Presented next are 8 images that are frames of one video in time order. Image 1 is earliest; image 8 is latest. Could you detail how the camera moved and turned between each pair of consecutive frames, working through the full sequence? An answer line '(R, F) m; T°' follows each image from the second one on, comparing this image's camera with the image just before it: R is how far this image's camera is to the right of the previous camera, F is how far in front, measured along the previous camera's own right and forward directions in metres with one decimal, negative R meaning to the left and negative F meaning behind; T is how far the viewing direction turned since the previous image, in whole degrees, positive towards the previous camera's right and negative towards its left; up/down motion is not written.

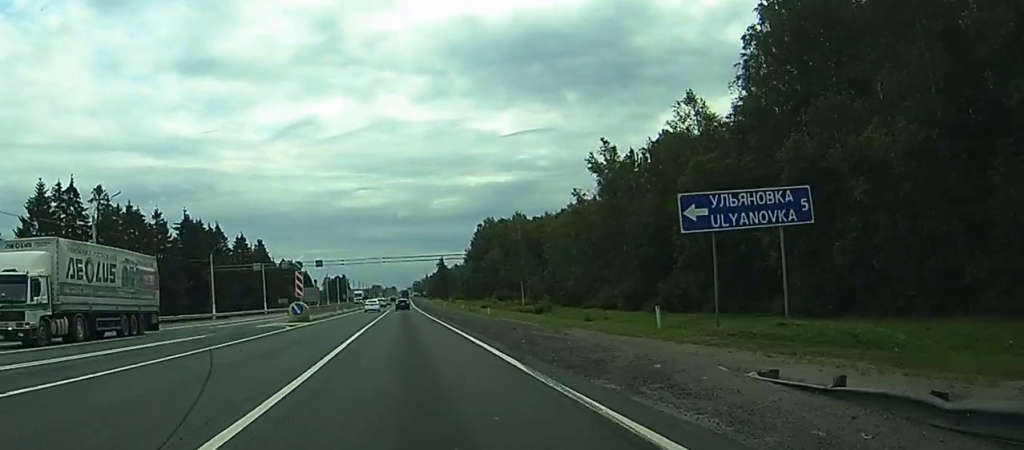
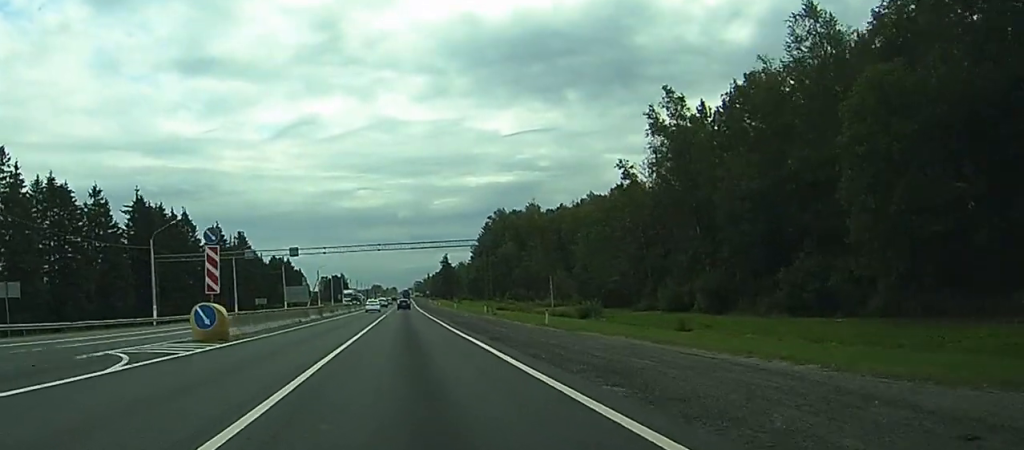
(-0.1, +27.1) m; 0°
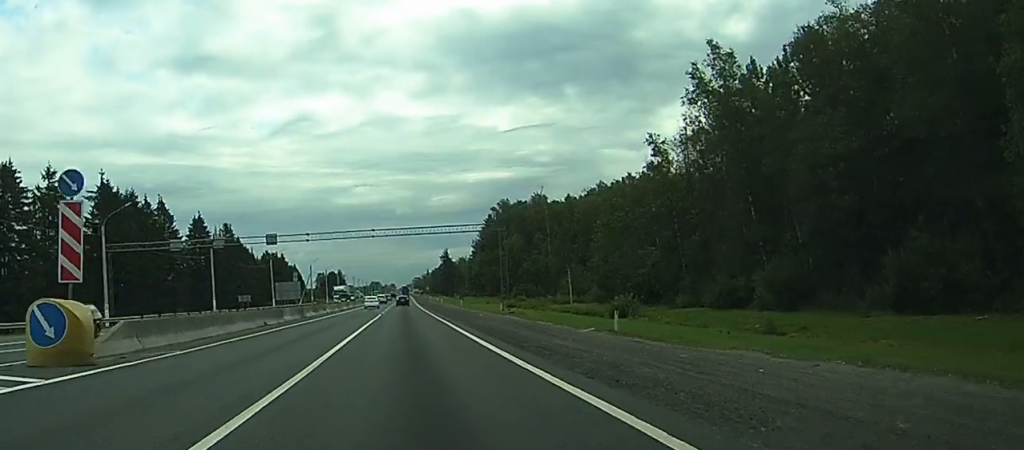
(0.0, +13.6) m; 0°
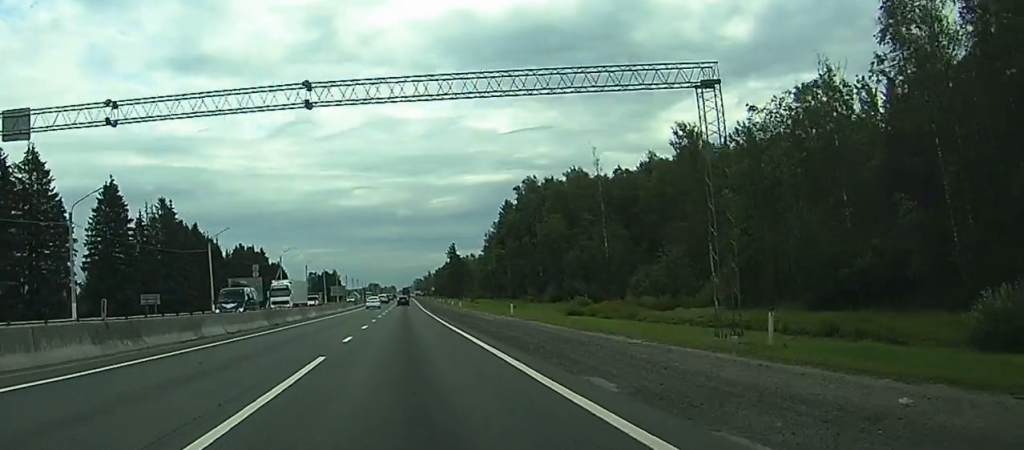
(-0.1, +47.7) m; 0°
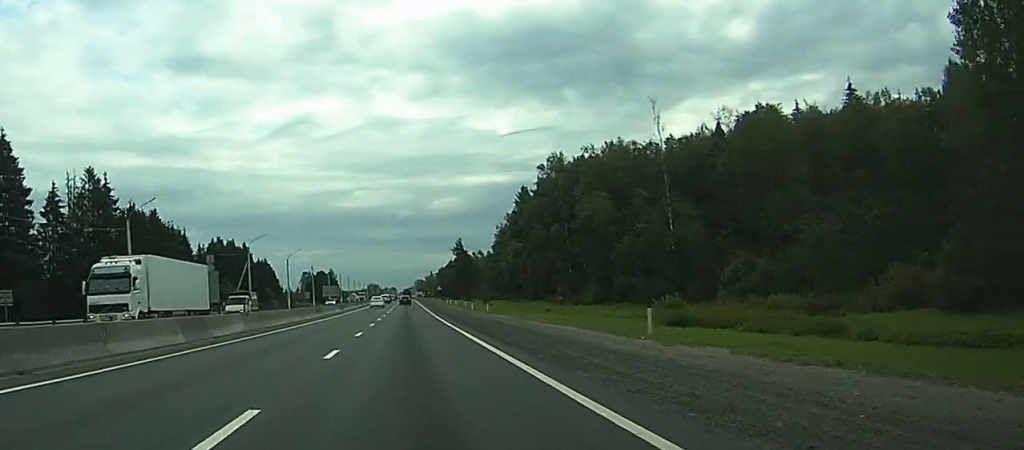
(+0.2, +31.2) m; 0°
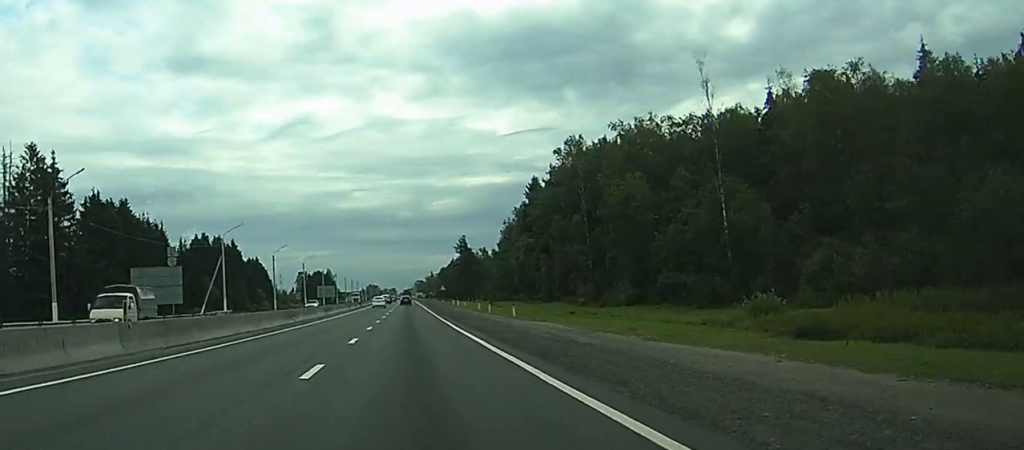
(0.0, +16.6) m; 0°
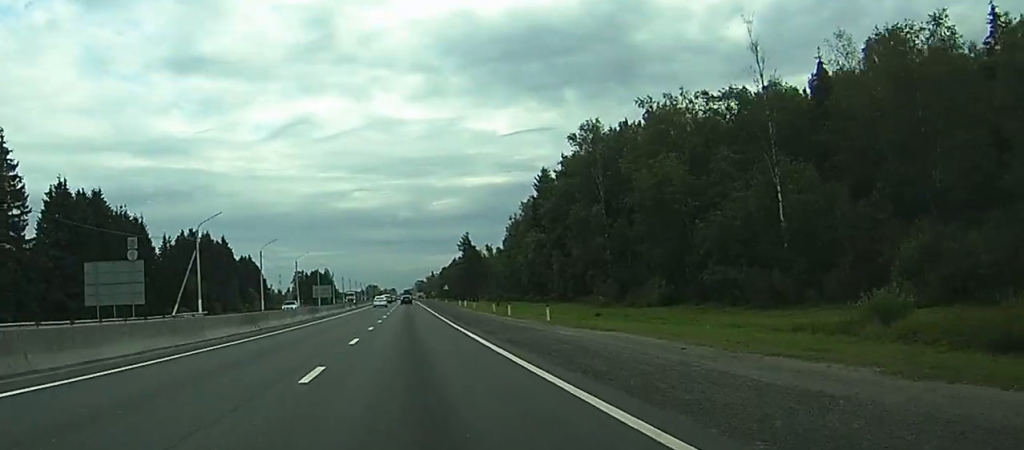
(0.0, +12.4) m; 0°
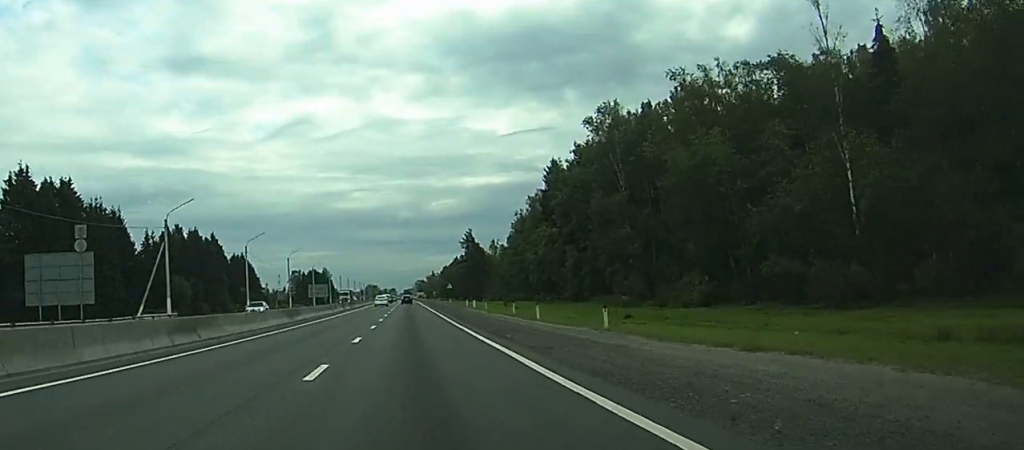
(0.0, +11.6) m; 0°
